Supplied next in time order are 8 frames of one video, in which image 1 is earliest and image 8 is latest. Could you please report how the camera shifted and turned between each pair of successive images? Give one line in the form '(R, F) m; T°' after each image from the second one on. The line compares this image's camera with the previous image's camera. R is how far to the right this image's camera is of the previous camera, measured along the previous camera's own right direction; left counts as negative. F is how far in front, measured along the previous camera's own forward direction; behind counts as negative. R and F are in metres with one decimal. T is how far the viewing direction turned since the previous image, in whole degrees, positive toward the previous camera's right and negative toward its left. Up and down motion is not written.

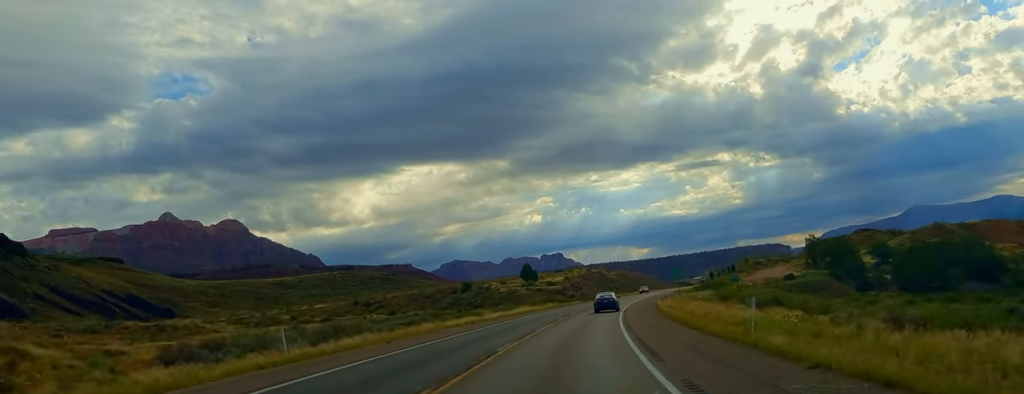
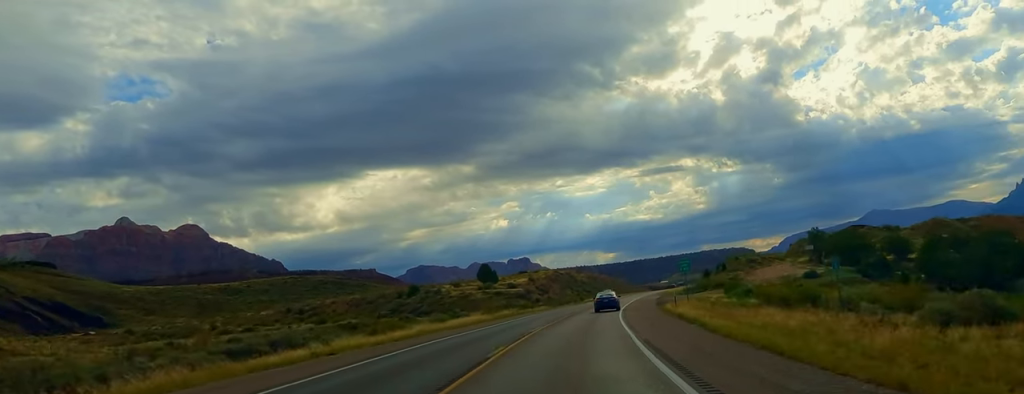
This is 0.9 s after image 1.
(+0.6, +26.2) m; +2°
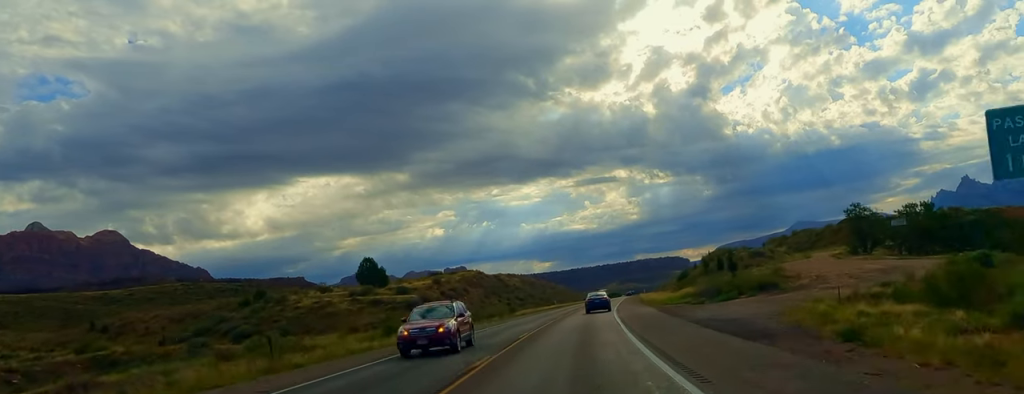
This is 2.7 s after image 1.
(+2.6, +50.4) m; +3°
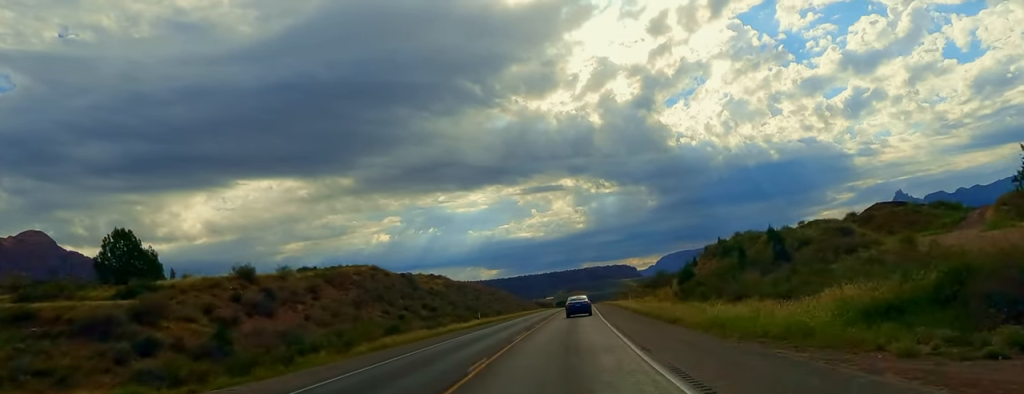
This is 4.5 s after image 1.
(-0.2, +48.3) m; +2°
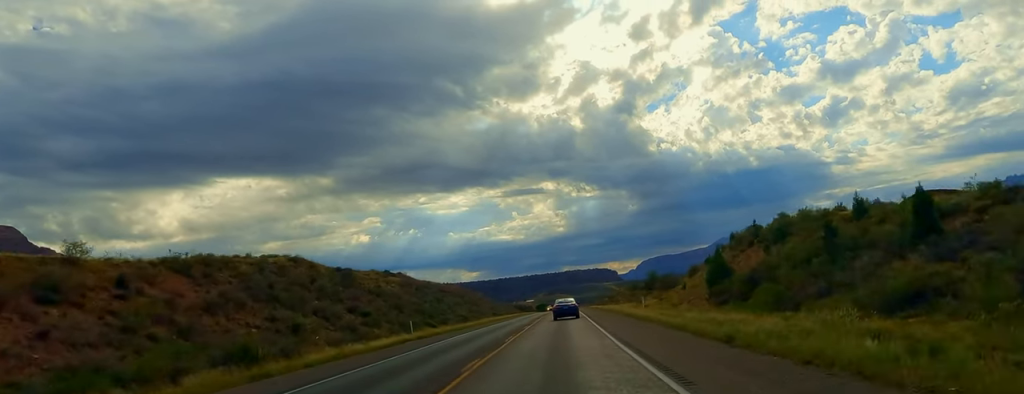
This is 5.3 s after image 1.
(+1.0, +24.0) m; +1°
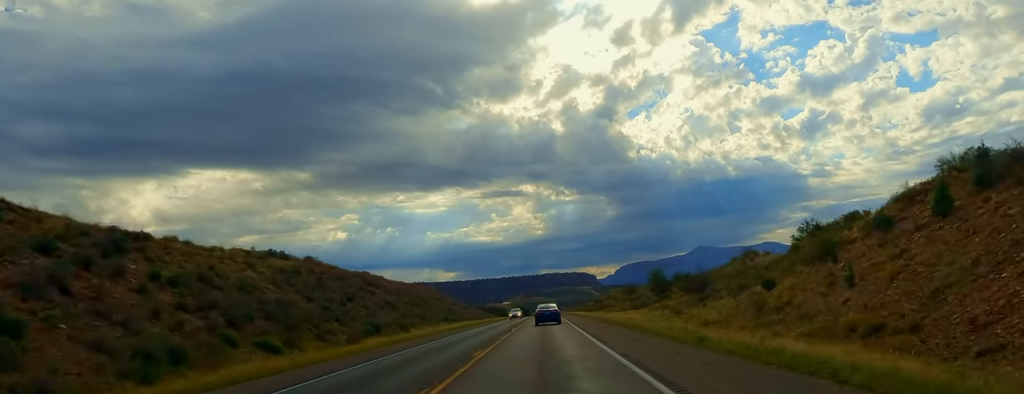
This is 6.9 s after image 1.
(+1.0, +43.3) m; +1°
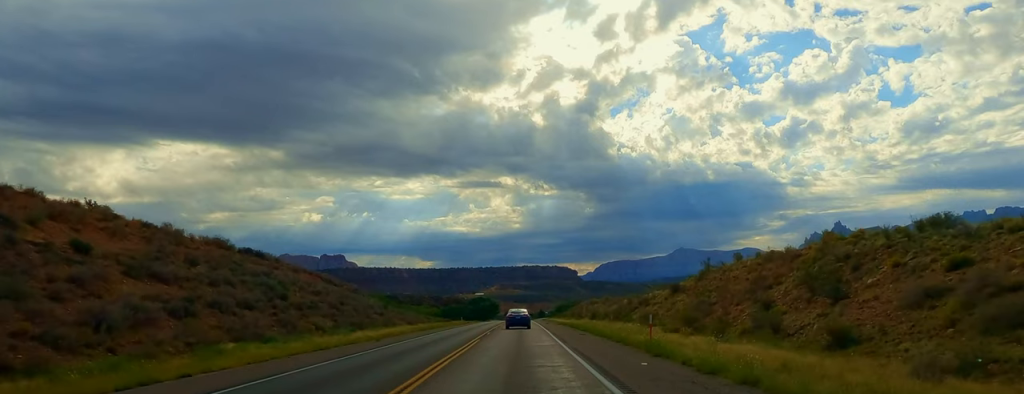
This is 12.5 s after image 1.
(+0.5, +154.1) m; 0°
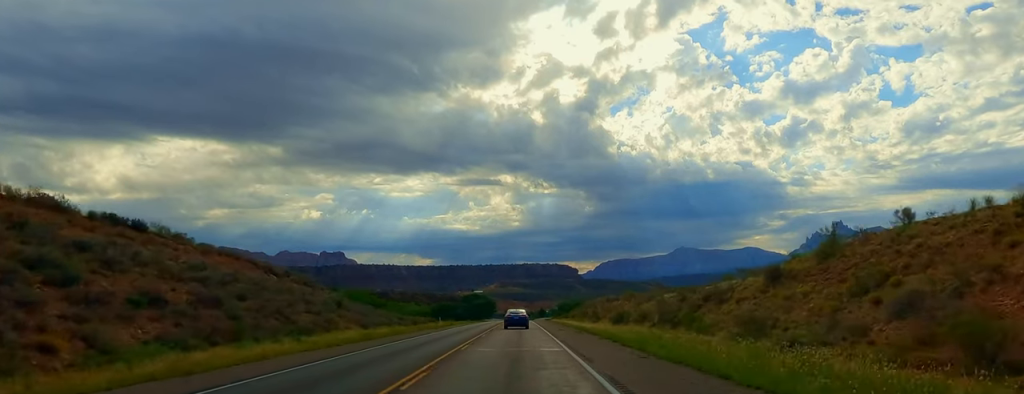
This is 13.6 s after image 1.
(-0.1, +29.8) m; +1°
